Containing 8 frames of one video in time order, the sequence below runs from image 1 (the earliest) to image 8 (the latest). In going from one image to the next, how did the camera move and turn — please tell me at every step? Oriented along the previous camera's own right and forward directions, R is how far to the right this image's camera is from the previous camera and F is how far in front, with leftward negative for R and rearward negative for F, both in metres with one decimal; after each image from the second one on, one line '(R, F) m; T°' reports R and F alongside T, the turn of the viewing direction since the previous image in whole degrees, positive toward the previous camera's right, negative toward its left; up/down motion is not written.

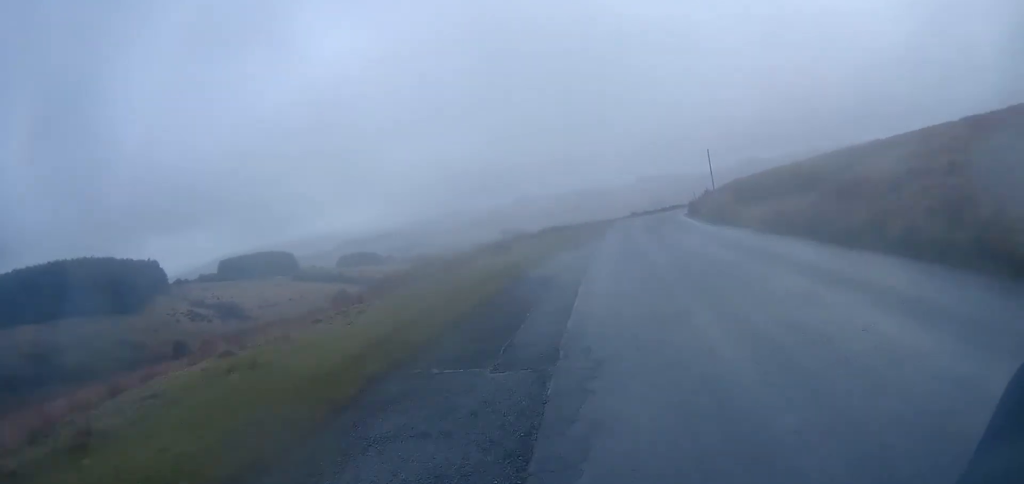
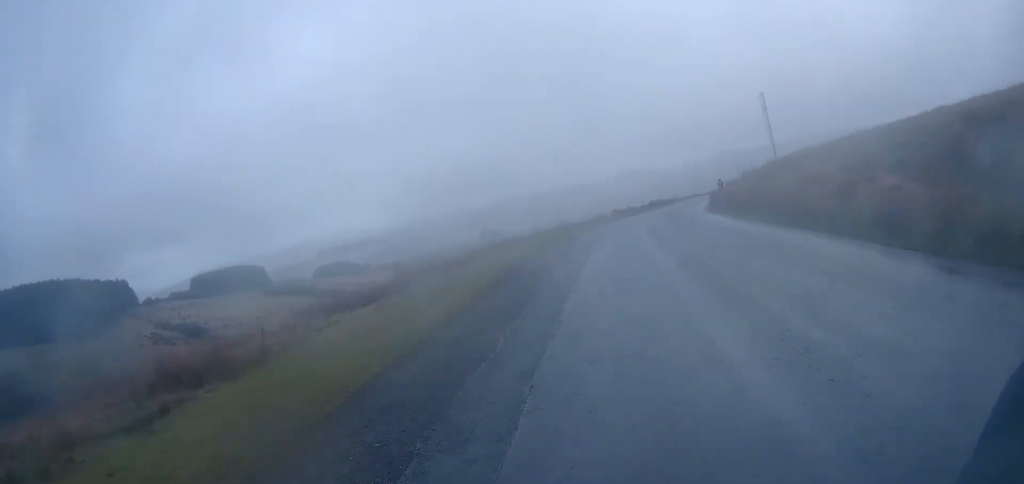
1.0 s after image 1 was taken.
(-0.3, +15.4) m; 0°
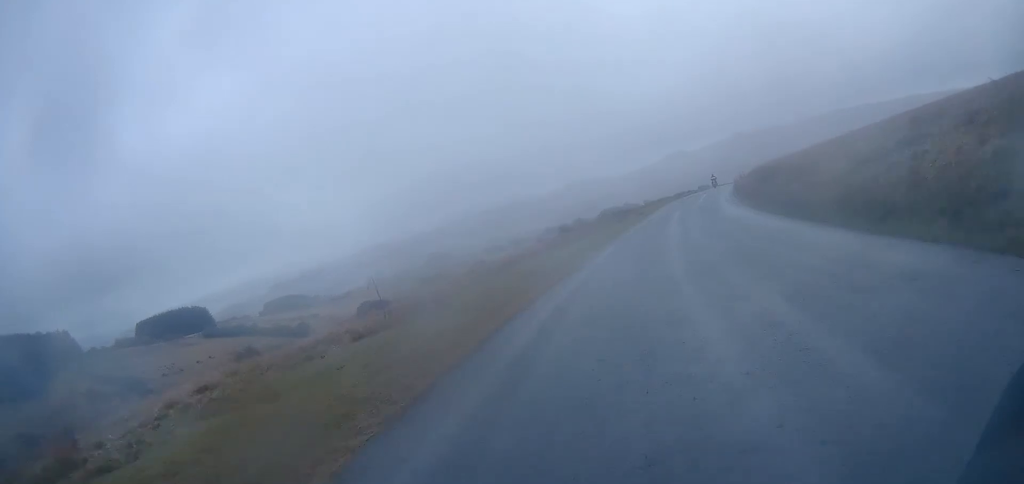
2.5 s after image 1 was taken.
(+0.6, +21.8) m; +4°
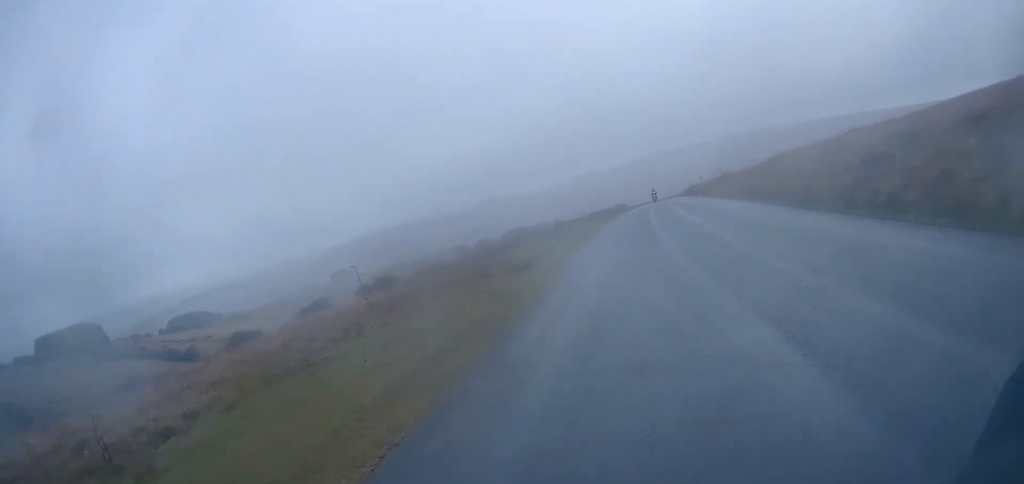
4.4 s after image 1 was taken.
(+1.5, +25.9) m; +6°
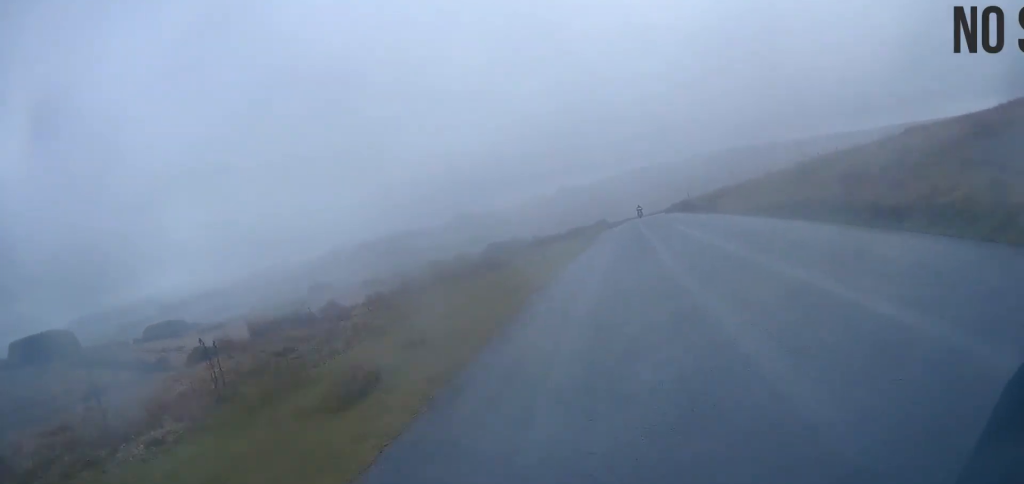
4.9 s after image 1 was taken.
(+0.1, +8.1) m; +2°
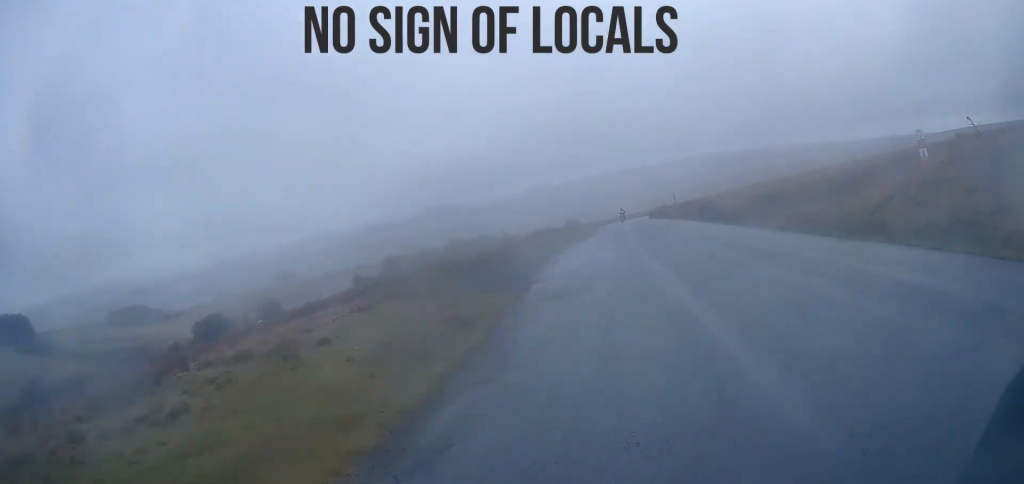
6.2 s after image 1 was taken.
(+0.8, +18.5) m; +4°
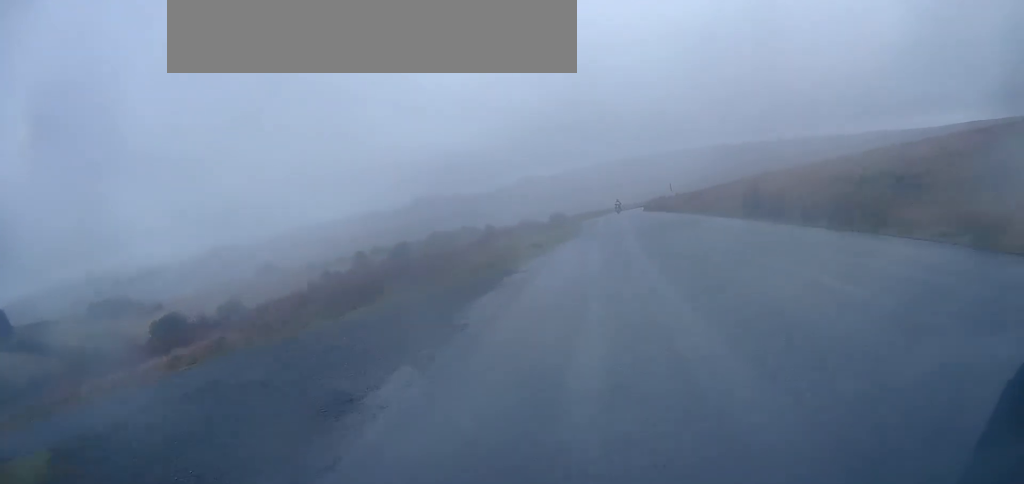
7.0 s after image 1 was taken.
(+0.3, +11.4) m; +2°
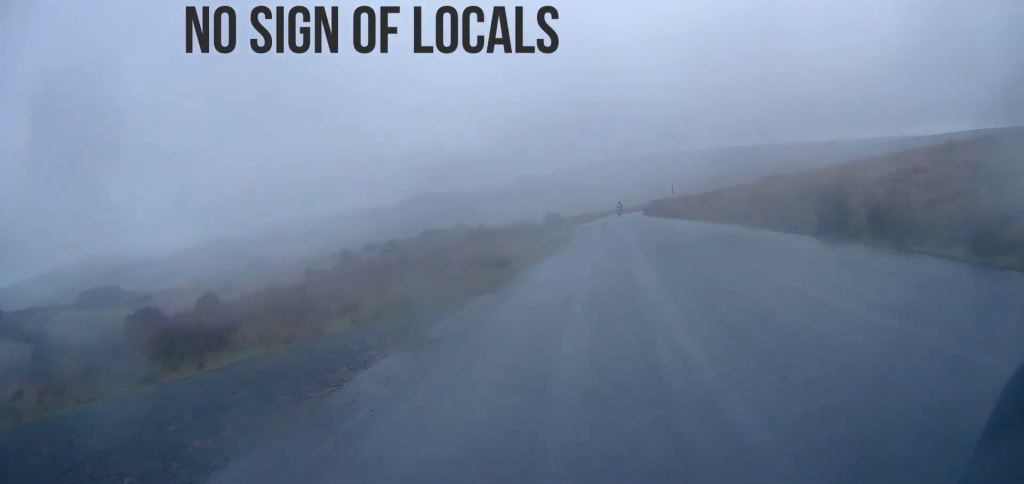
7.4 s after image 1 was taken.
(0.0, +6.5) m; 0°
